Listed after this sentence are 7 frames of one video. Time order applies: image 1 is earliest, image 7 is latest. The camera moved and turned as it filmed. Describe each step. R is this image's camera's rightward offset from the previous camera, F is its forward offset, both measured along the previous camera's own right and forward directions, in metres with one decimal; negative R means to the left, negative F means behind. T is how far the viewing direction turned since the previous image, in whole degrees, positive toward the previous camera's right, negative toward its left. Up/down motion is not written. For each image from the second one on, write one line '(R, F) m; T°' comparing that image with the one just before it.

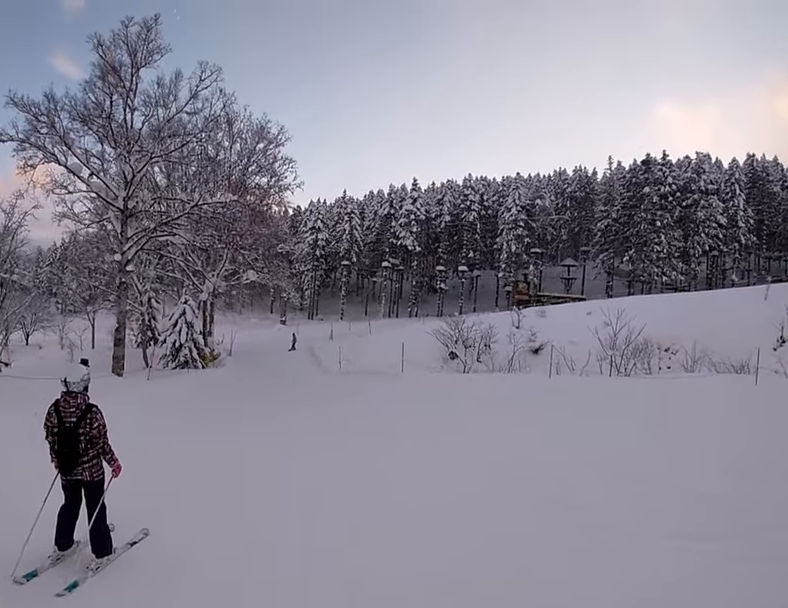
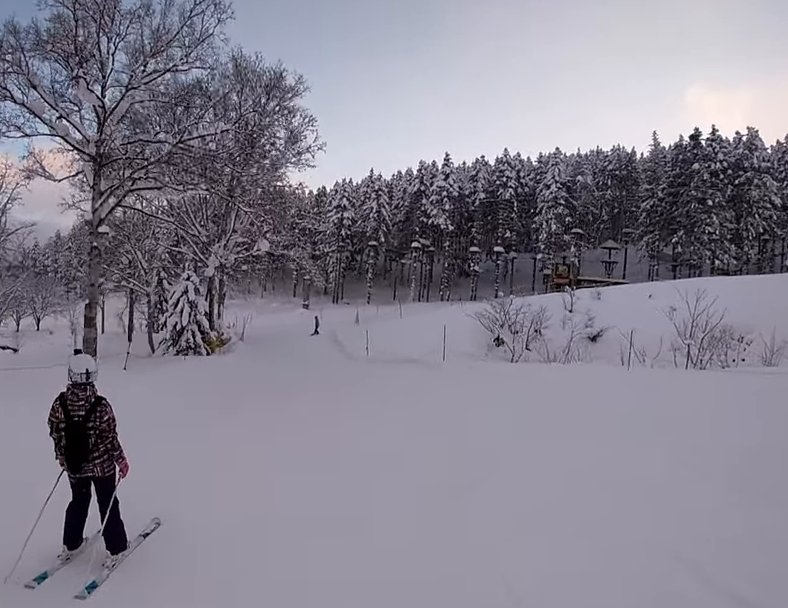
(-0.1, +4.9) m; -1°
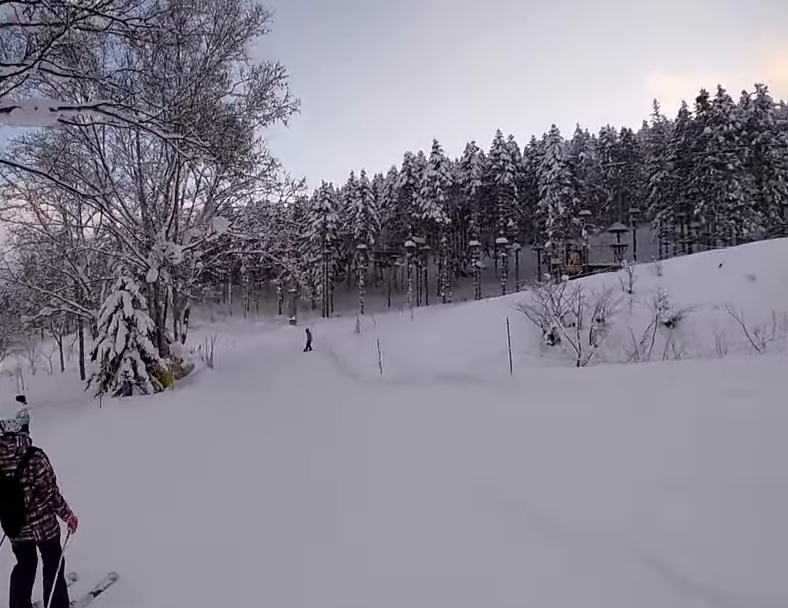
(0.0, +8.4) m; 0°
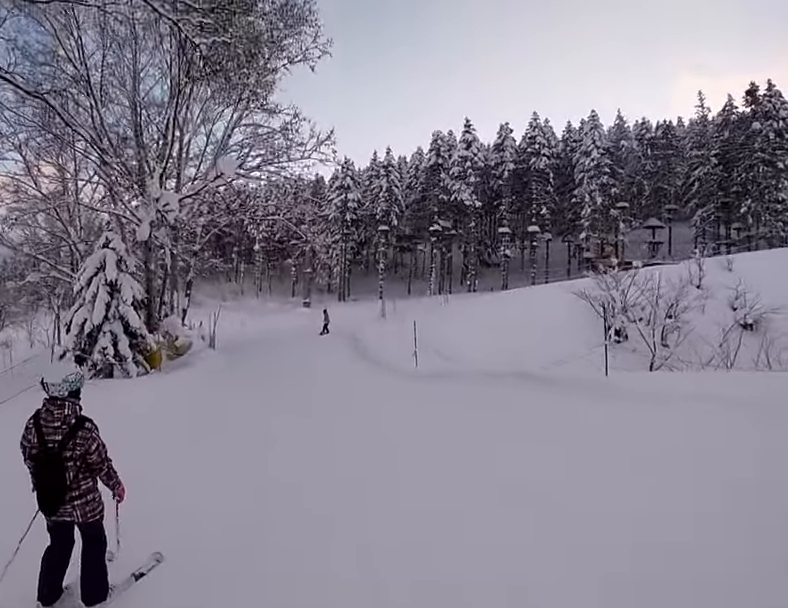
(0.0, +3.7) m; 0°
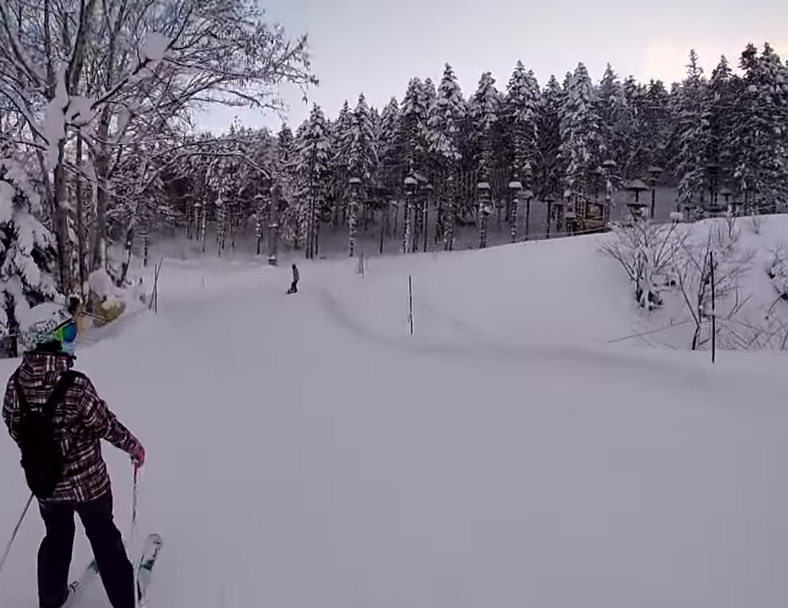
(0.0, +3.8) m; 0°
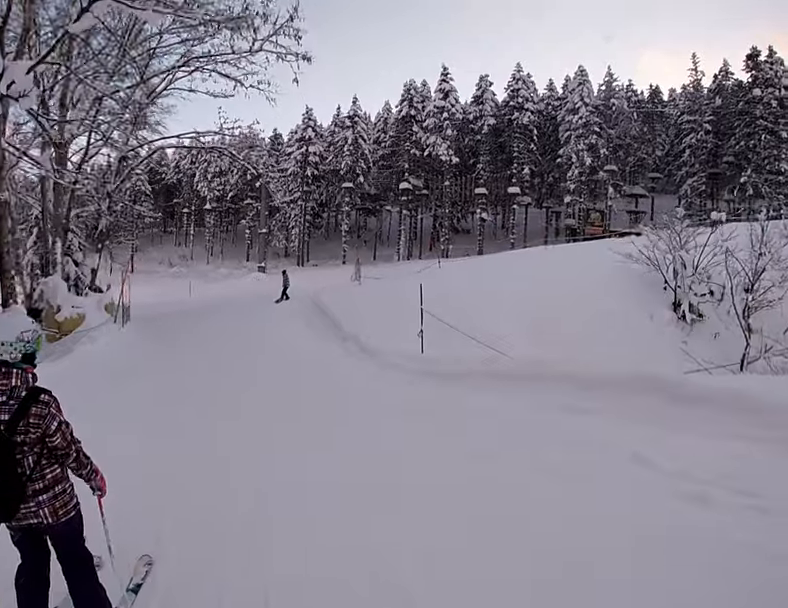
(0.0, +2.3) m; 0°
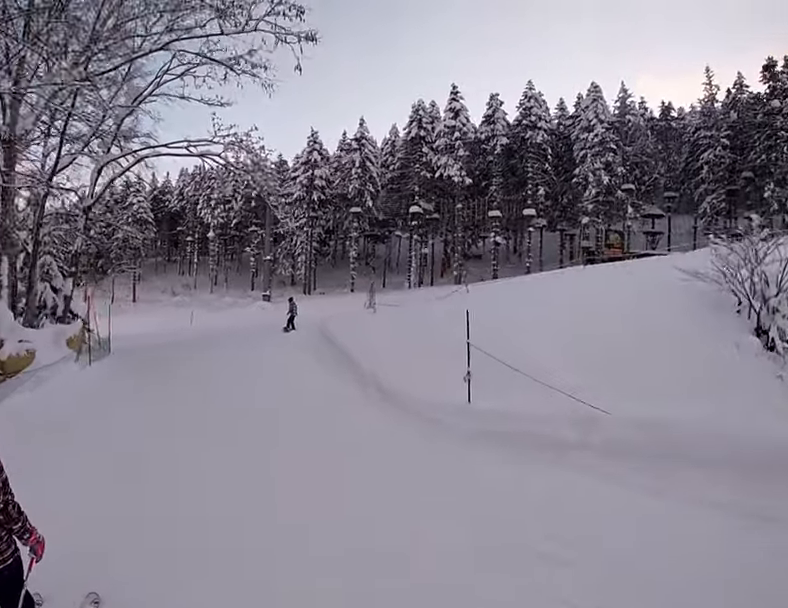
(0.0, +3.0) m; 0°
